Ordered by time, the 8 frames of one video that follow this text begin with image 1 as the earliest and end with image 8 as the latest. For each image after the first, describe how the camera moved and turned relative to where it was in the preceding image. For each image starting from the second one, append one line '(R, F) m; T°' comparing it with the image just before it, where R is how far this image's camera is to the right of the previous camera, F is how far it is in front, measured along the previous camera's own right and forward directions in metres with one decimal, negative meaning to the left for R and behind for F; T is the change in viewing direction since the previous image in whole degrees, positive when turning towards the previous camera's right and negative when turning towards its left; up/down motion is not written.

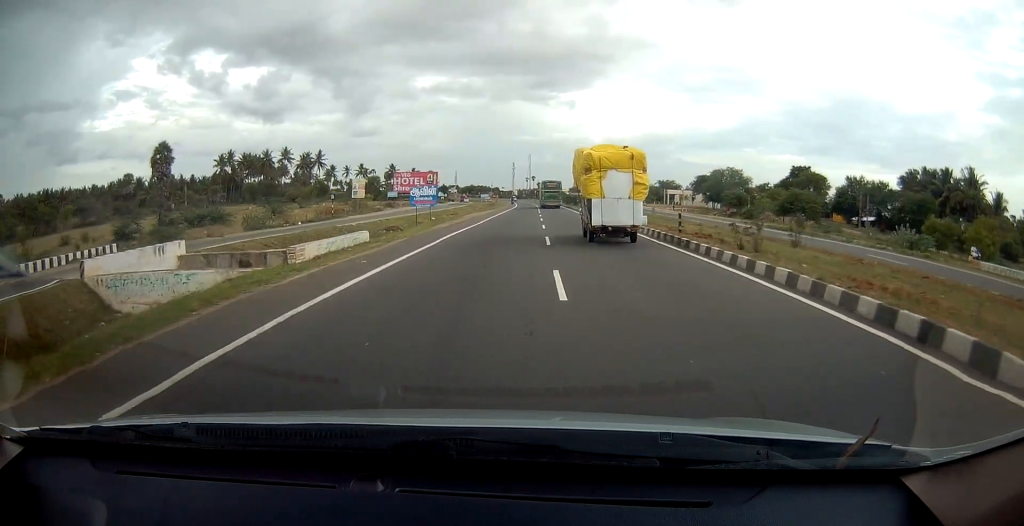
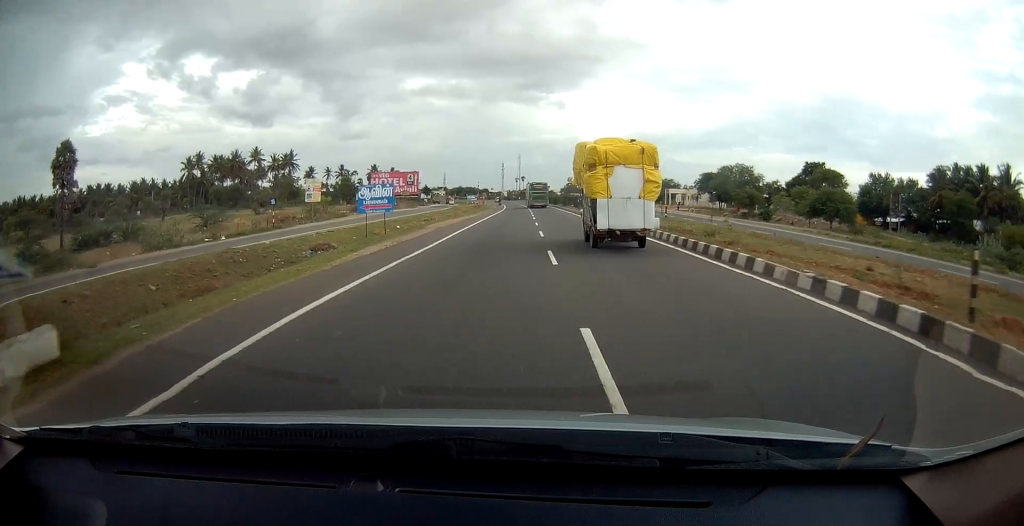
(-0.1, +13.8) m; 0°
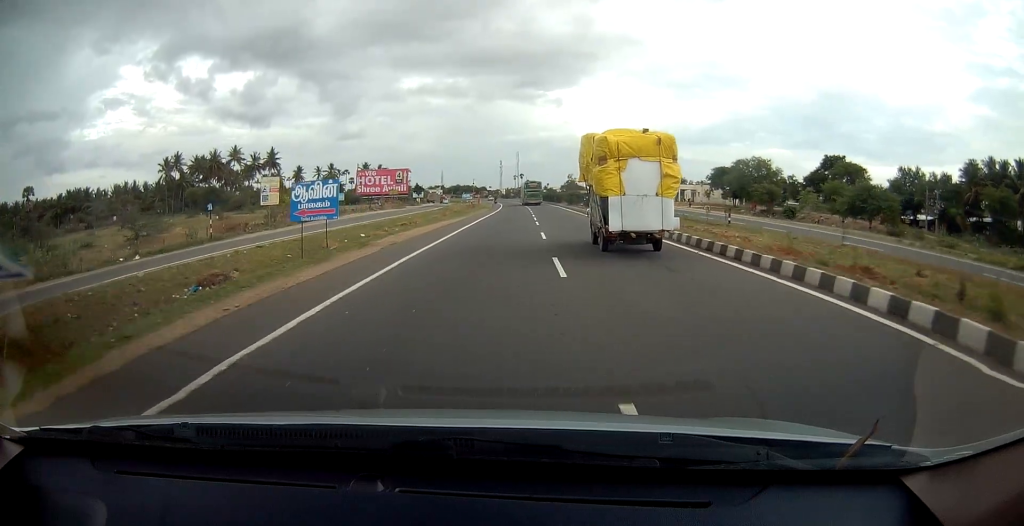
(0.0, +11.0) m; 0°
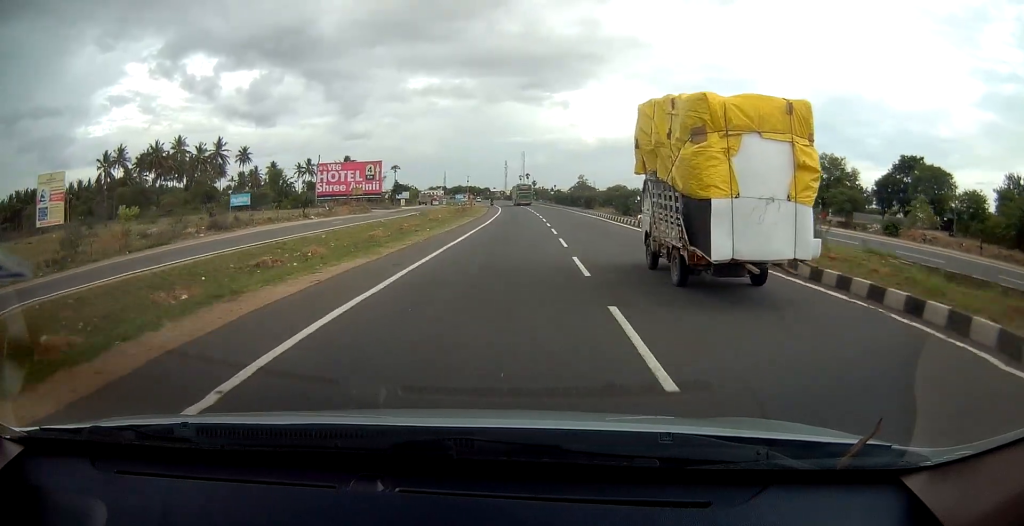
(0.0, +29.0) m; 0°
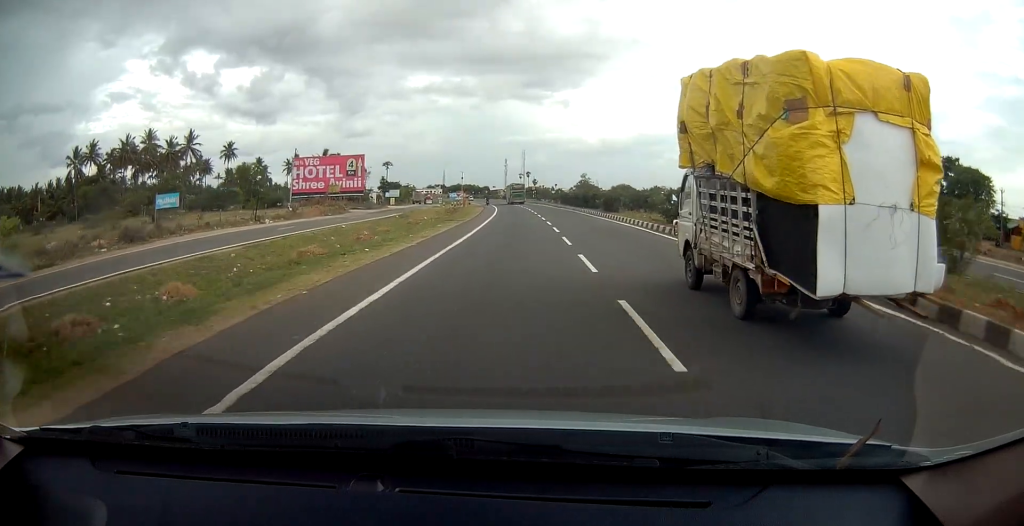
(0.0, +11.3) m; 0°
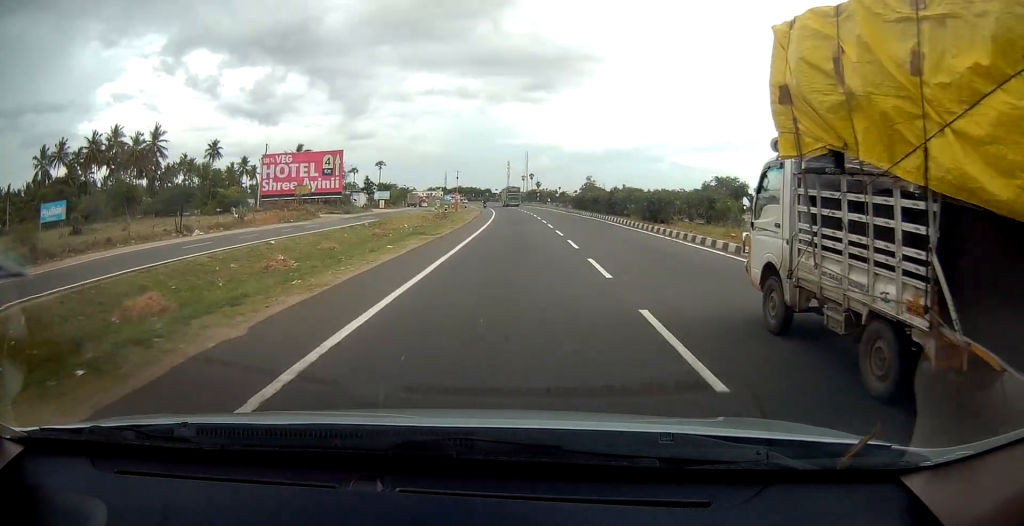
(0.0, +12.3) m; 0°
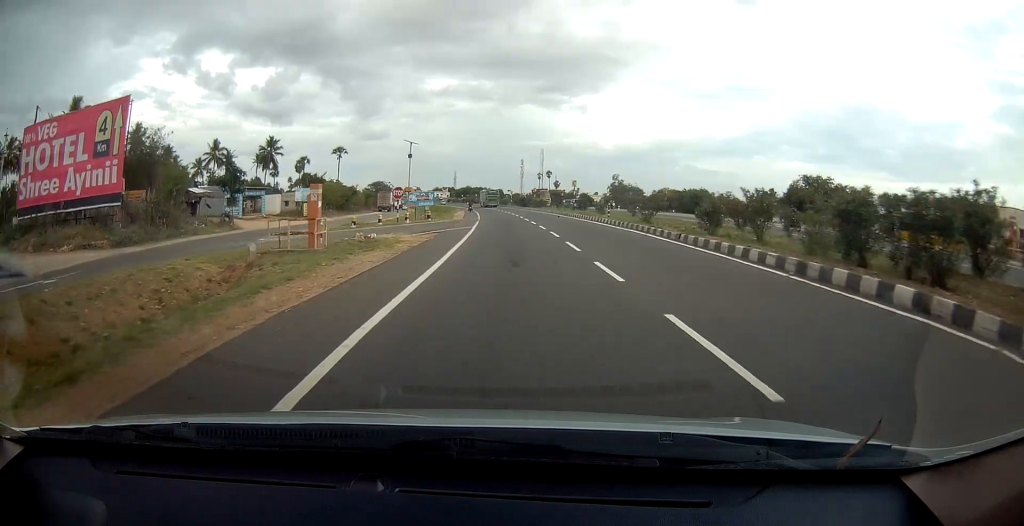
(-0.5, +47.7) m; -1°
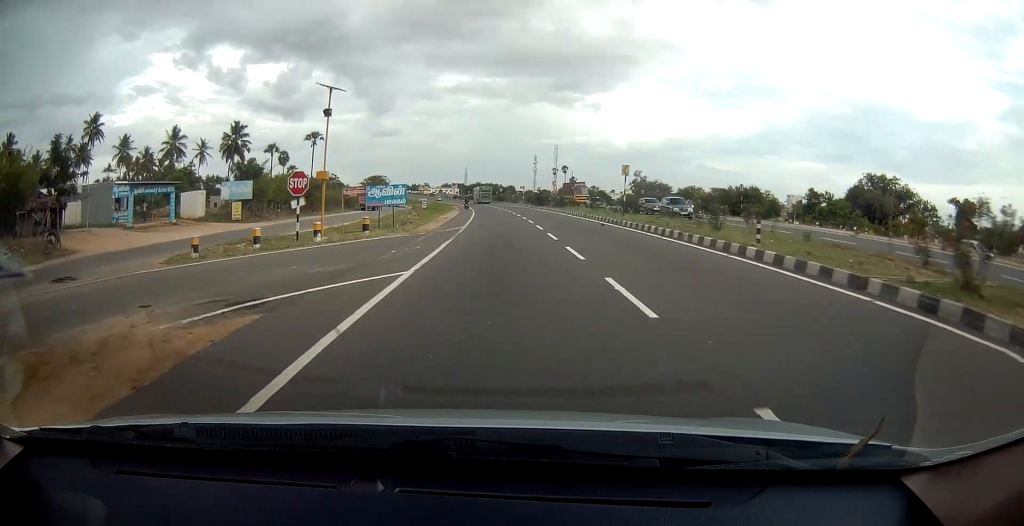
(-0.1, +21.1) m; -1°
